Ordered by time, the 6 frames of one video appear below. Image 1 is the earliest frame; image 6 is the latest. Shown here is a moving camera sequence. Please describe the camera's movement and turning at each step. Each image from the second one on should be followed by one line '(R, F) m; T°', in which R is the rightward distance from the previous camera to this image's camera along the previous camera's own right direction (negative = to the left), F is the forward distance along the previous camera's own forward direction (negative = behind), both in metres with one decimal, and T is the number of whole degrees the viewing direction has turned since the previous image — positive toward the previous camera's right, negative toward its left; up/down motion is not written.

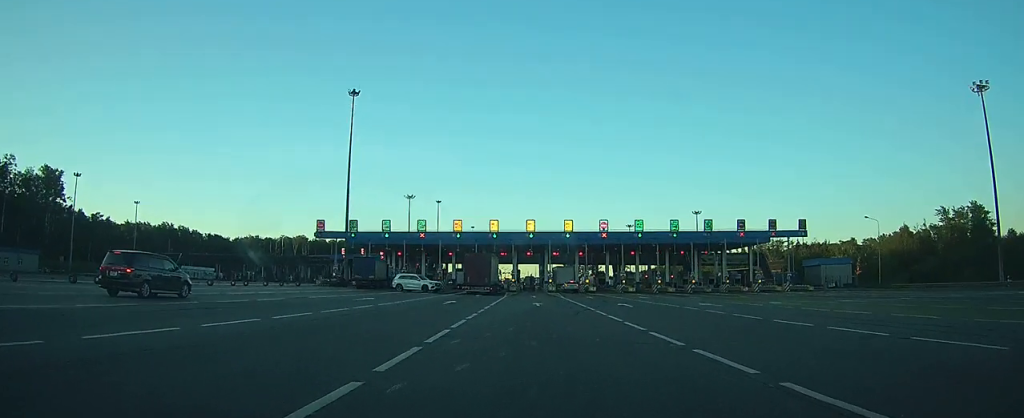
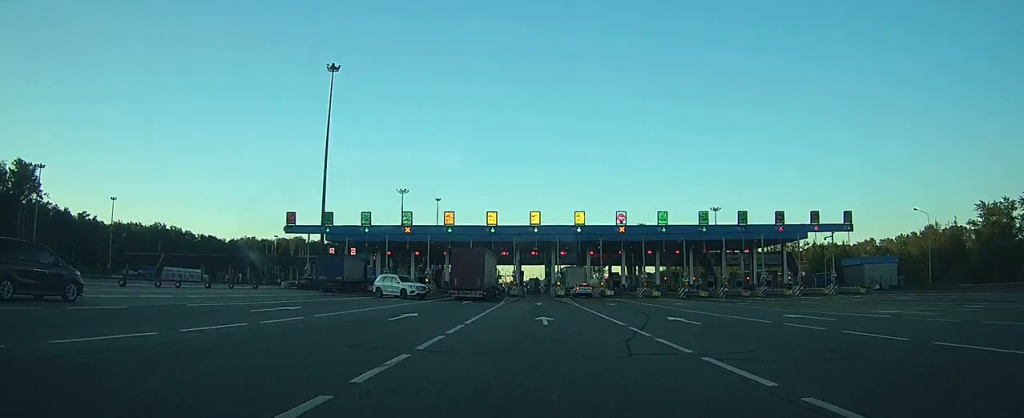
(-0.1, +12.7) m; 0°
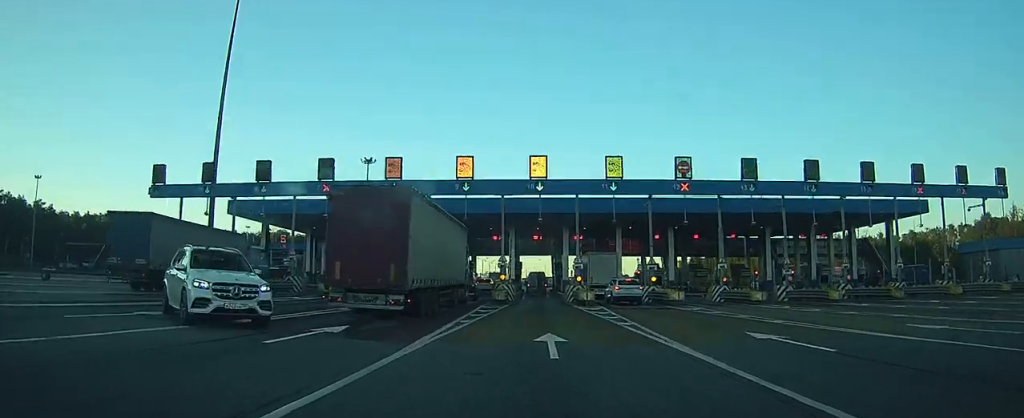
(-0.1, +29.2) m; 0°
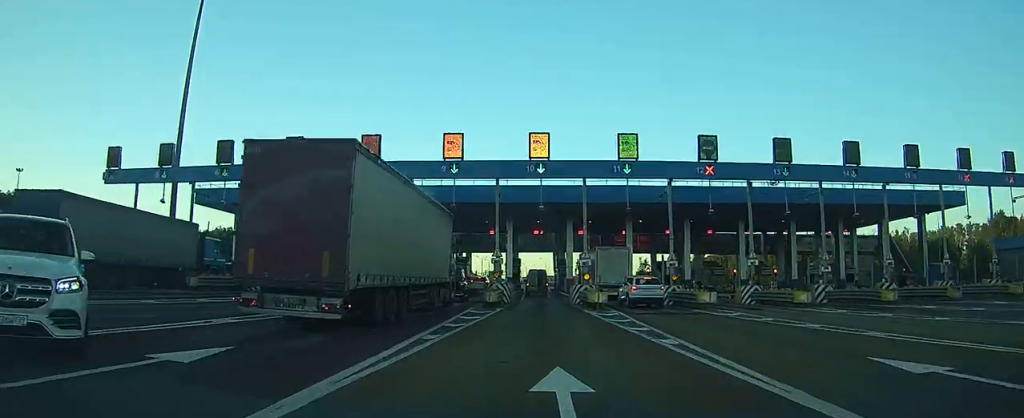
(0.0, +6.2) m; 0°
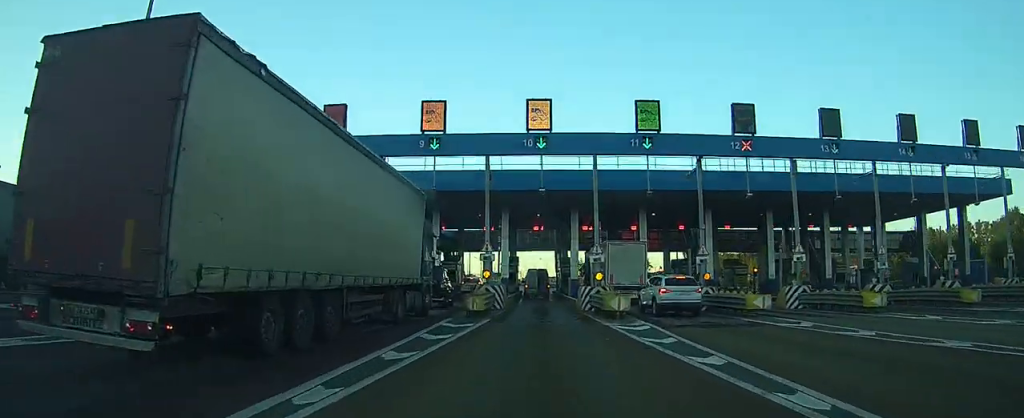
(0.0, +7.0) m; 0°
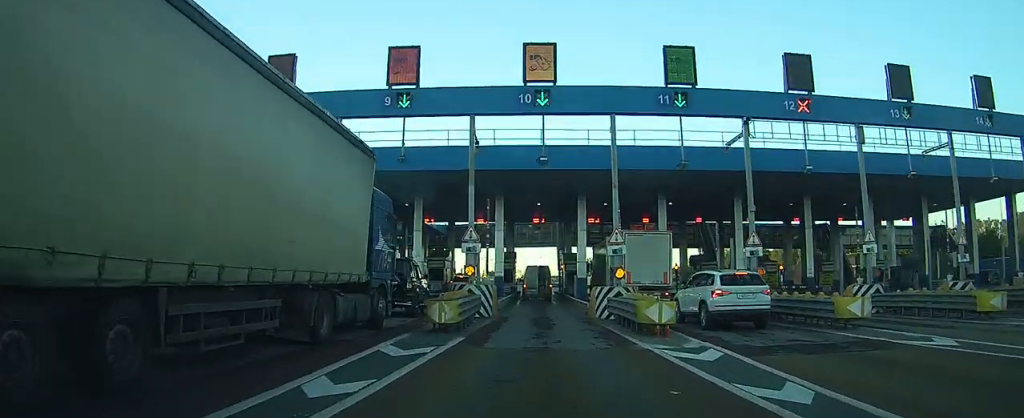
(0.0, +7.5) m; 0°
